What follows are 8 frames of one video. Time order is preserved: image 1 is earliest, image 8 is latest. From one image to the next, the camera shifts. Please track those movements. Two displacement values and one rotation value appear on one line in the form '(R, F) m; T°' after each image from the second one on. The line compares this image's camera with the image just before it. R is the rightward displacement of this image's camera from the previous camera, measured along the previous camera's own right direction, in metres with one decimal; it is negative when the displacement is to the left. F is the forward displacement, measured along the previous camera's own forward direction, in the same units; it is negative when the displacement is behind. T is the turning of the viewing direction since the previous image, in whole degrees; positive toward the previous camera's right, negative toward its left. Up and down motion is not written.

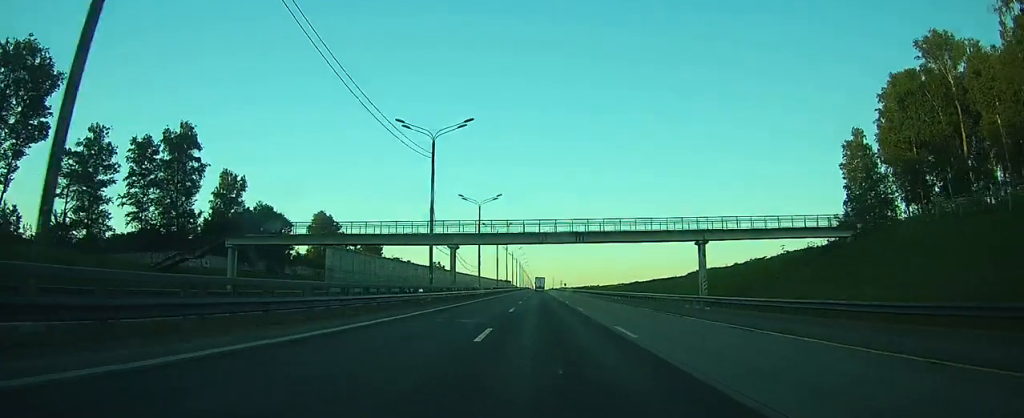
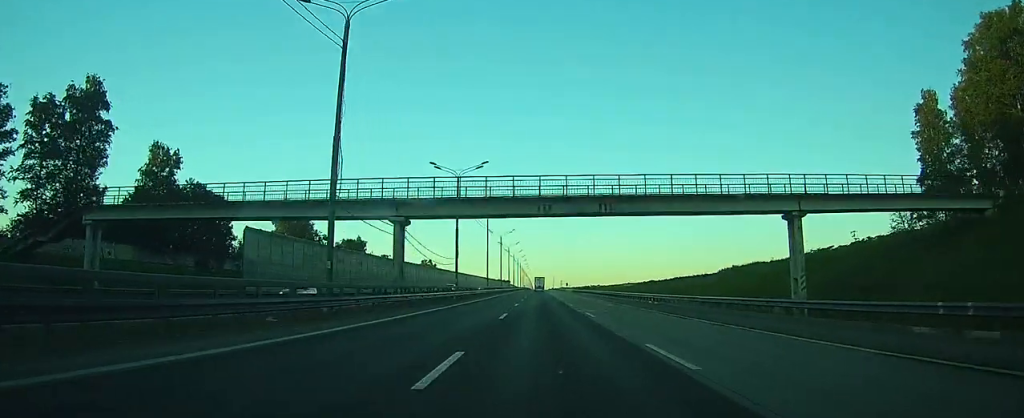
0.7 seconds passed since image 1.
(+0.1, +22.1) m; 0°
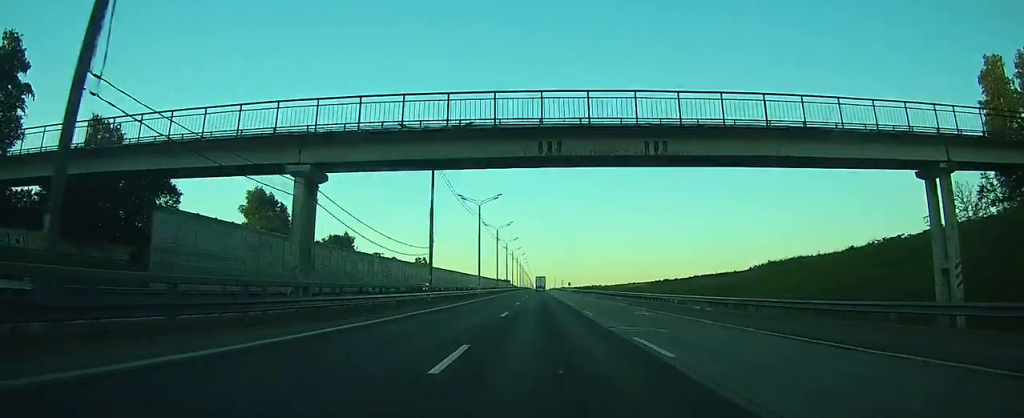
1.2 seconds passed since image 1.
(0.0, +14.7) m; 0°
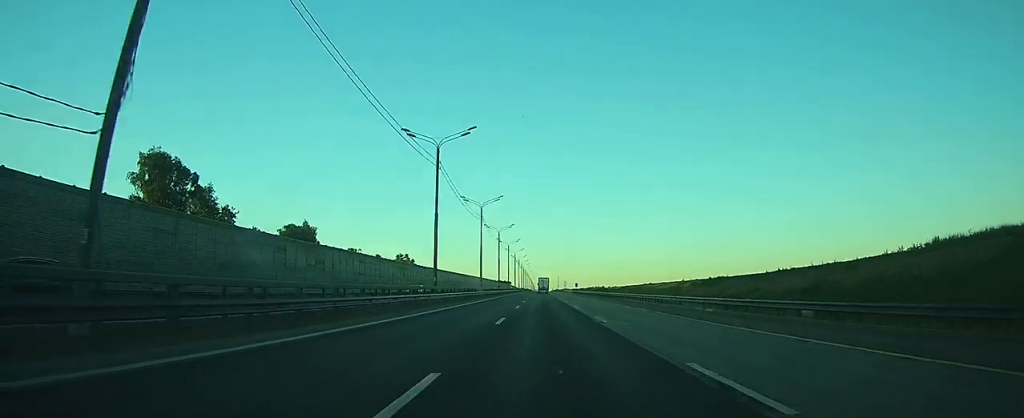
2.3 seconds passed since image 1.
(0.0, +35.8) m; 0°
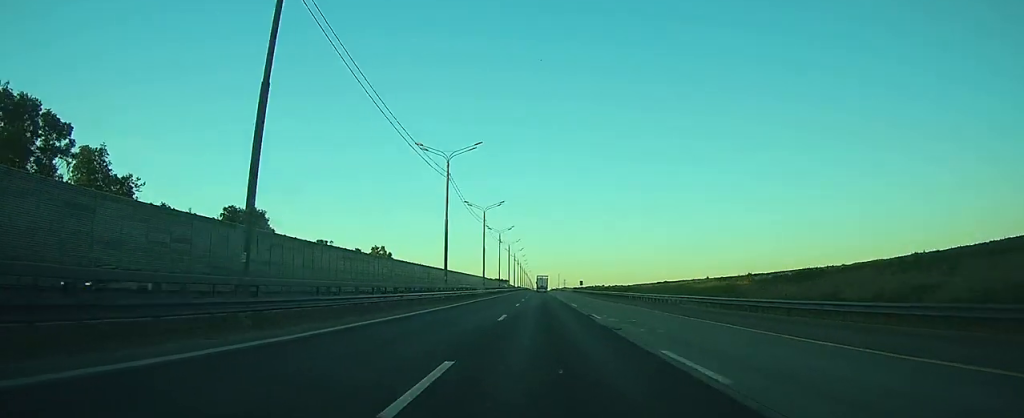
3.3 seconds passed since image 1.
(-0.1, +30.5) m; 0°
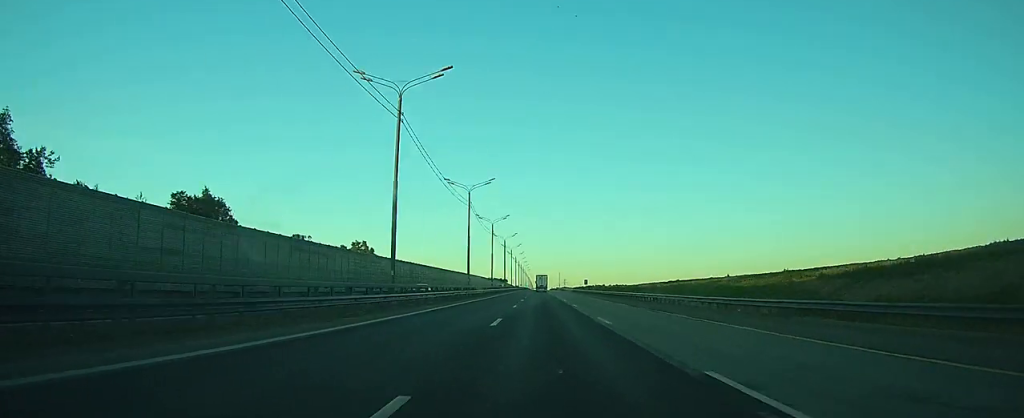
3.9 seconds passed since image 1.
(0.0, +18.9) m; 0°
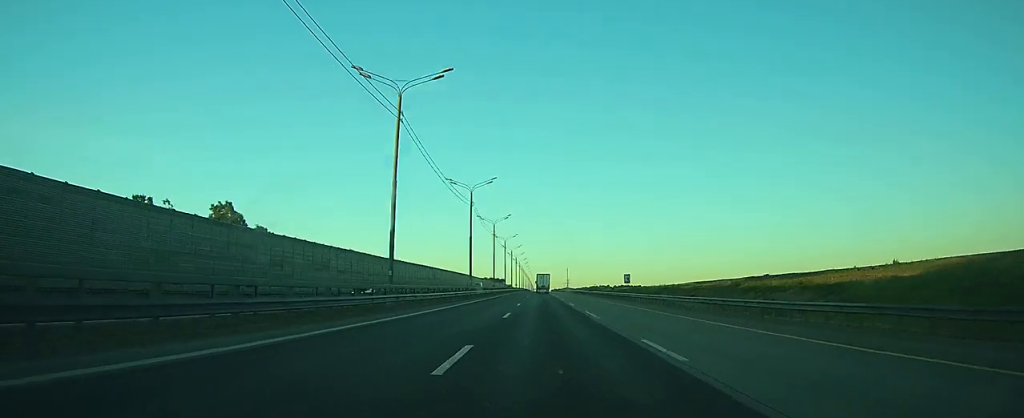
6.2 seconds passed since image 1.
(+0.1, +73.9) m; 0°
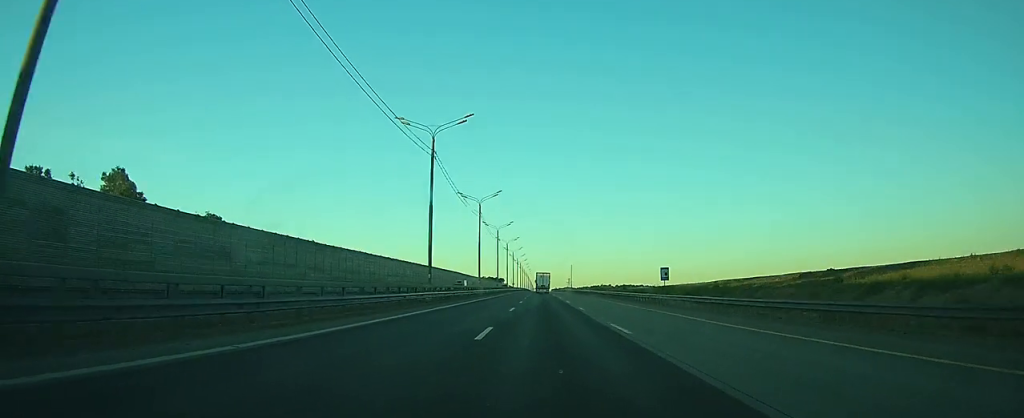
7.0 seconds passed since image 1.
(+0.1, +26.5) m; 0°
